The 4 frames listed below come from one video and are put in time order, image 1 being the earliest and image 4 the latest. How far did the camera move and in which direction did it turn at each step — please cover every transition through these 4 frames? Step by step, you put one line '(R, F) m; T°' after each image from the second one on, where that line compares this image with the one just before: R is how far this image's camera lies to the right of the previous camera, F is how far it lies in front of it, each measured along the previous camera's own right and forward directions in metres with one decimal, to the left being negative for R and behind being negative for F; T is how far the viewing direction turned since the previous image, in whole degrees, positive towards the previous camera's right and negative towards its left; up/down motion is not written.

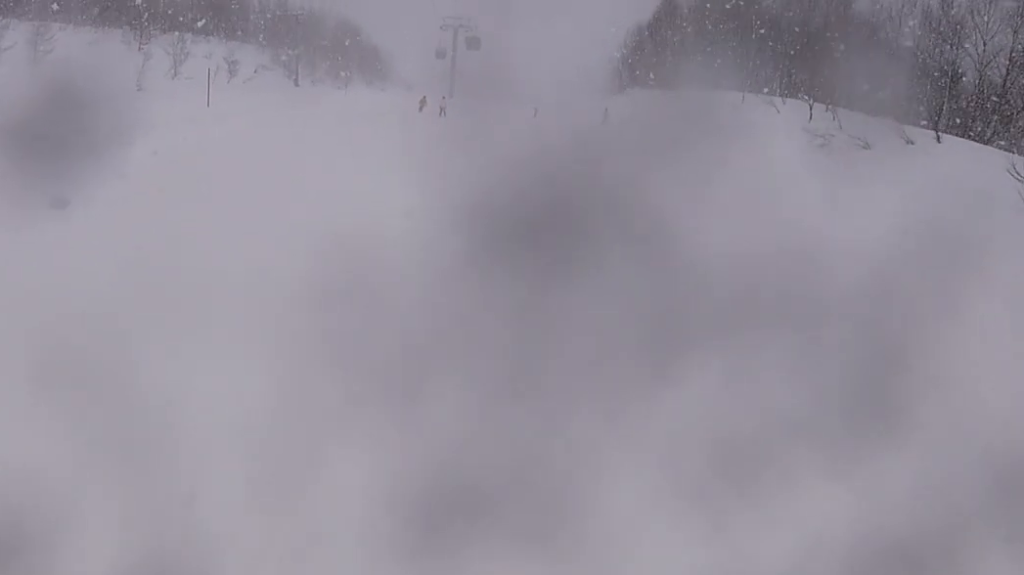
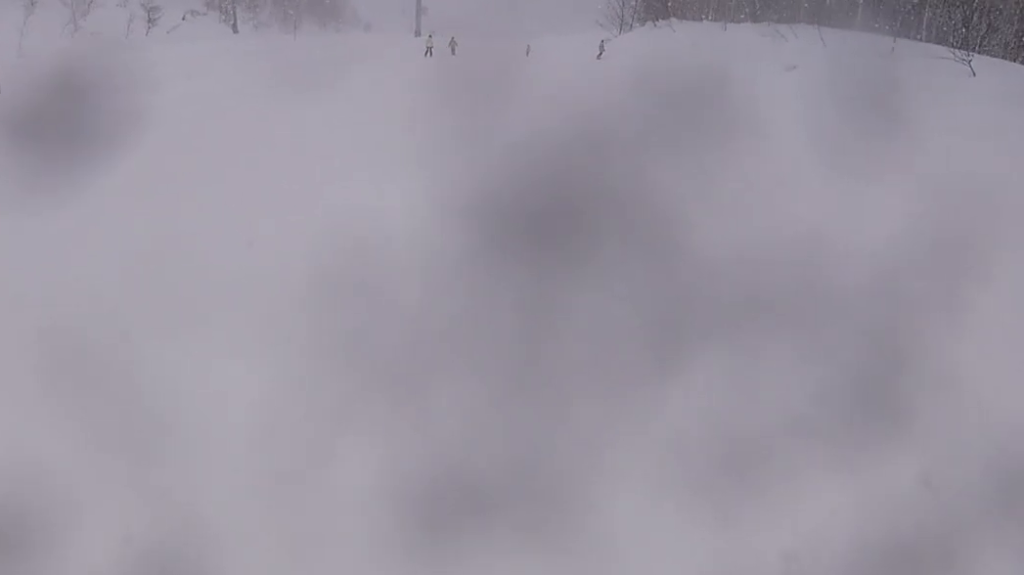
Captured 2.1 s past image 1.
(+3.3, +15.8) m; +12°
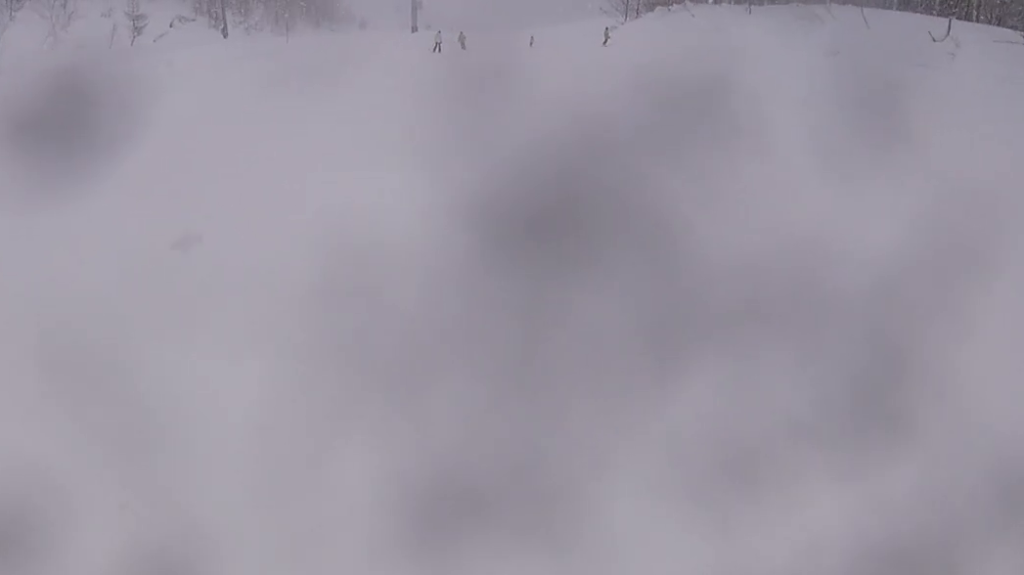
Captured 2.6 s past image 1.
(-0.7, +3.4) m; -6°
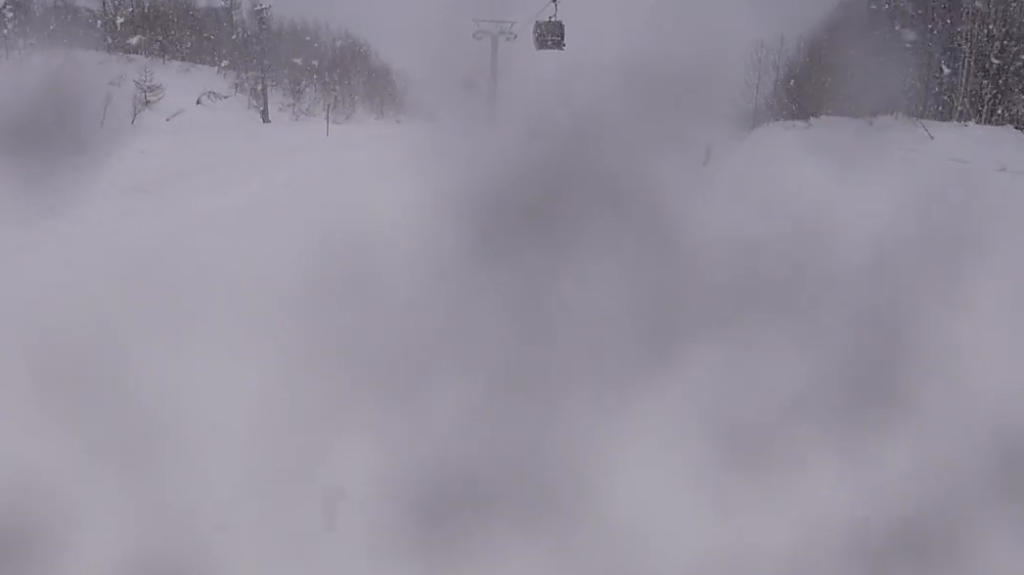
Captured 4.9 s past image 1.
(-2.2, +17.9) m; +2°
